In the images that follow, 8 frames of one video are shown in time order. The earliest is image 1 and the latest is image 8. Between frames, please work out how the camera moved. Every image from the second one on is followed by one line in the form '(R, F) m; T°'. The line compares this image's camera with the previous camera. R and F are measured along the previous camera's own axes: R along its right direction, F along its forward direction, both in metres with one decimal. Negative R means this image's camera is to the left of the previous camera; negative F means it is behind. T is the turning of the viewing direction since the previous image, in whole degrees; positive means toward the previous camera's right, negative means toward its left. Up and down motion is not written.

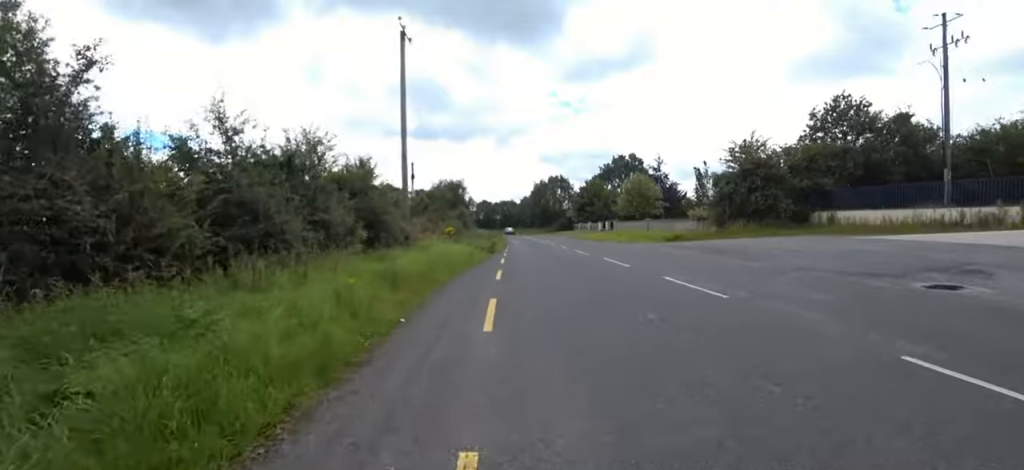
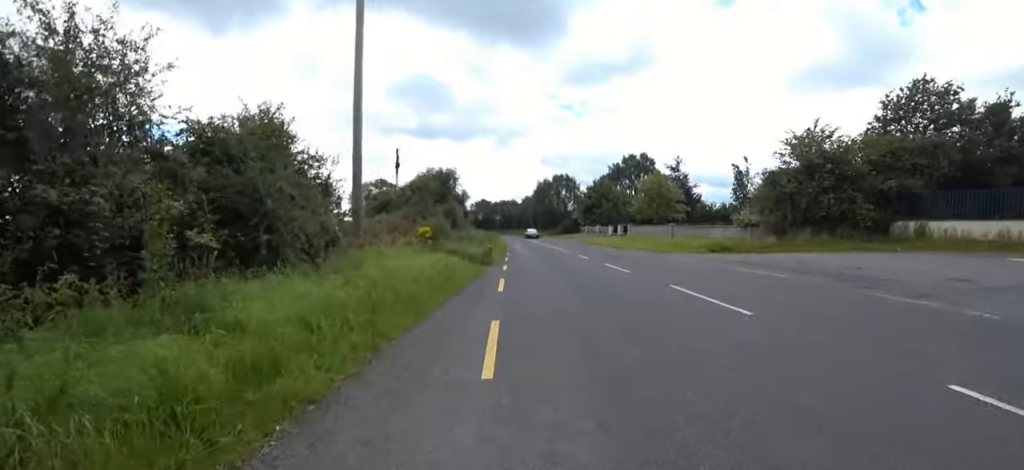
(0.0, +6.4) m; 0°
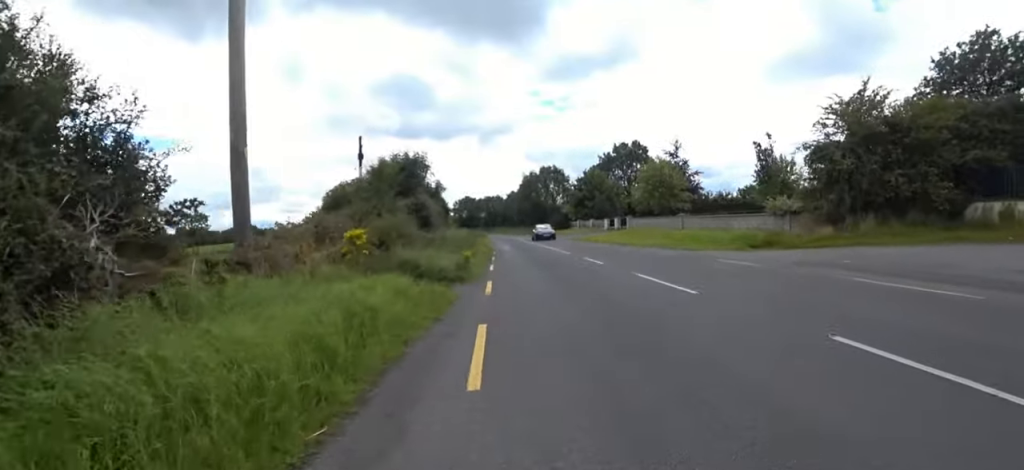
(0.0, +4.9) m; 0°
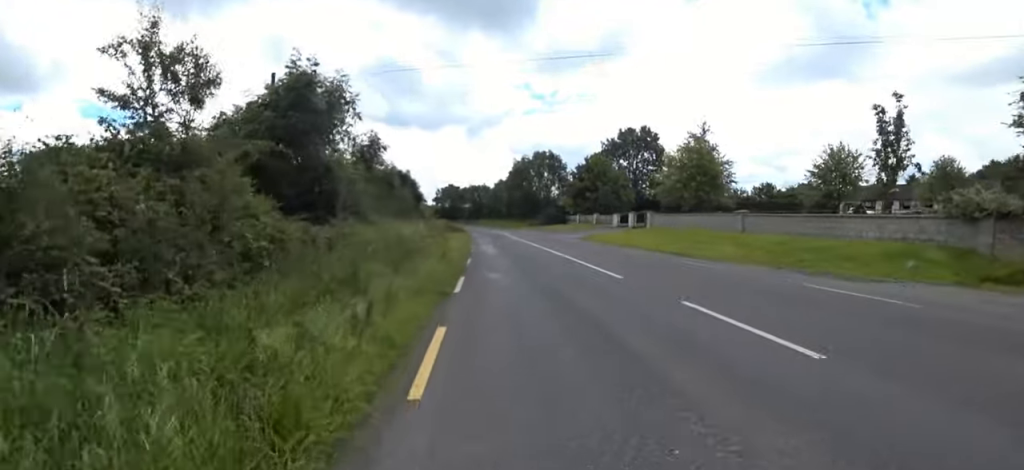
(0.0, +9.9) m; 0°
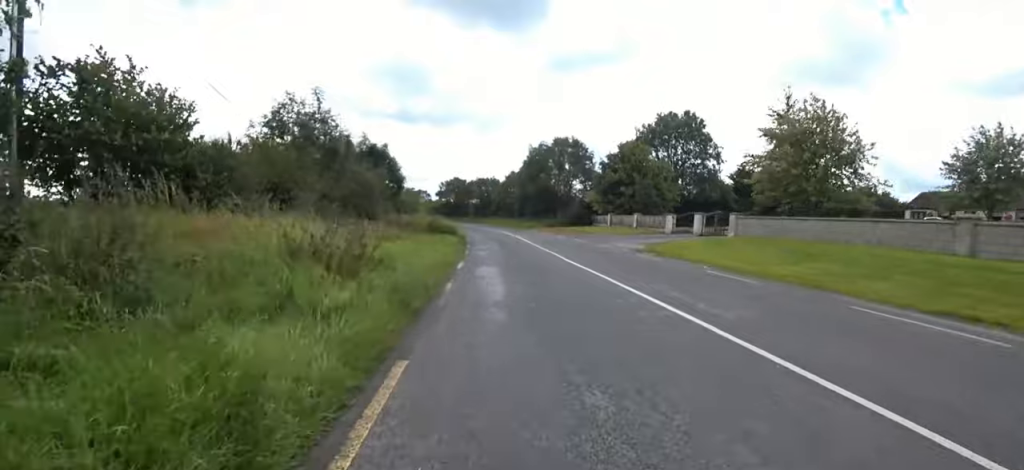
(0.0, +11.5) m; 0°
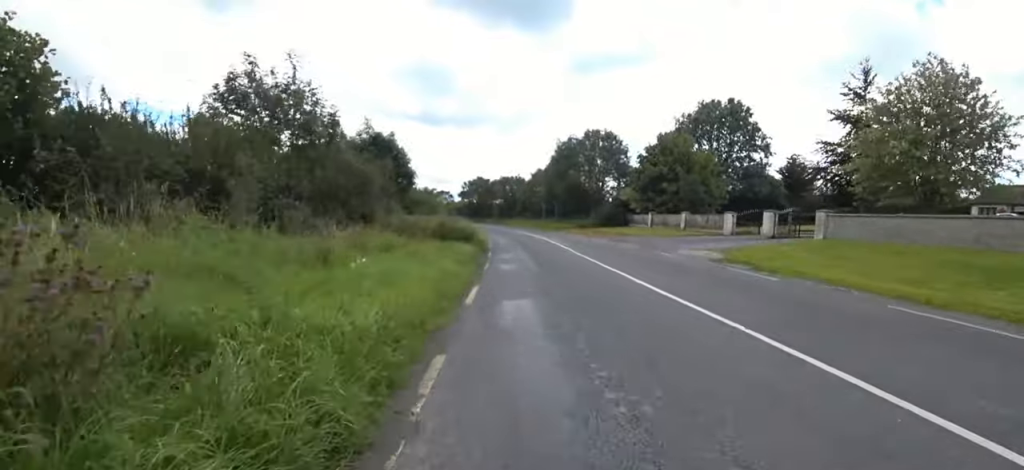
(0.0, +4.7) m; 0°
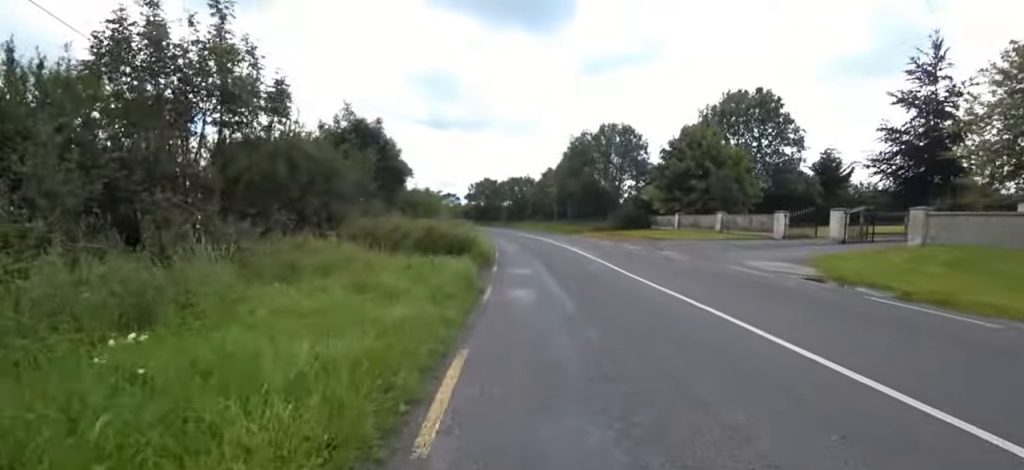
(0.0, +4.1) m; 0°
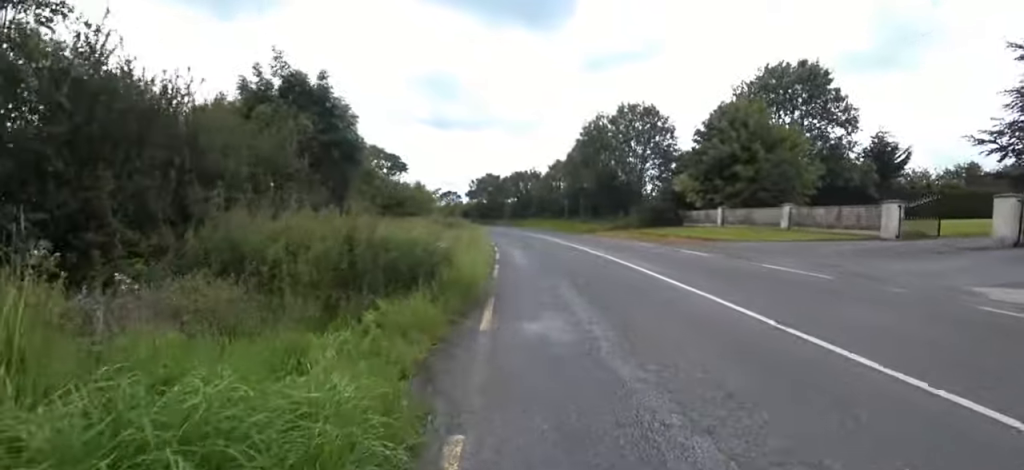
(0.0, +6.3) m; 0°
